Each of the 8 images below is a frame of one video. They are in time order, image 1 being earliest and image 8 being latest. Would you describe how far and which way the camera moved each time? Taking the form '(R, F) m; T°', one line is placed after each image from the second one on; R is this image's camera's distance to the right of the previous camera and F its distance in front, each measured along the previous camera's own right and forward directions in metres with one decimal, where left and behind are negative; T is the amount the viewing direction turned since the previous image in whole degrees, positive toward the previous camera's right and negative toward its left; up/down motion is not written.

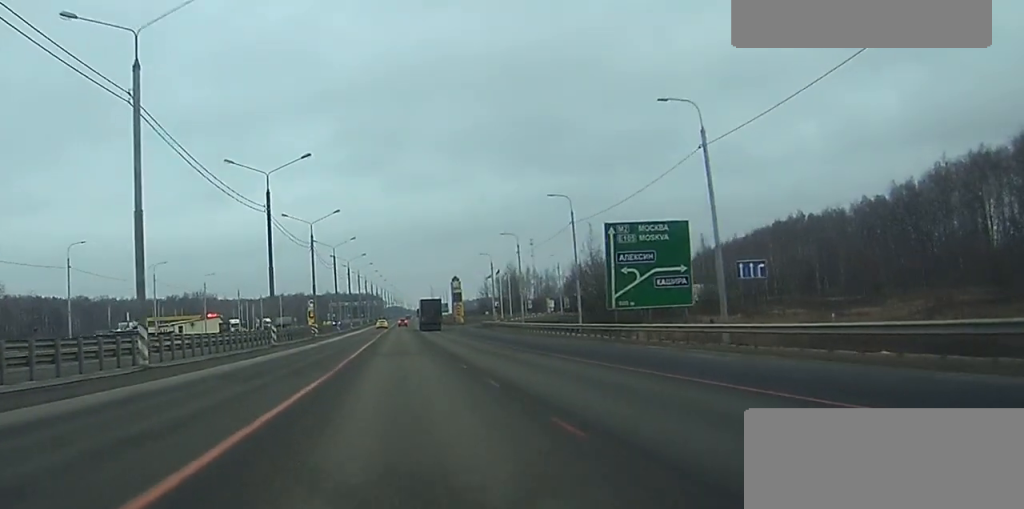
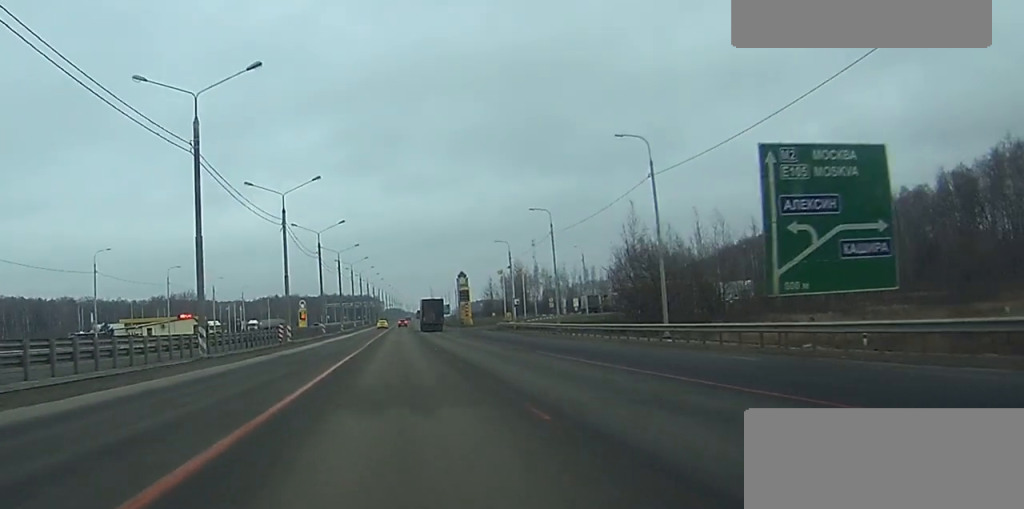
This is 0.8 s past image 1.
(0.0, +22.1) m; 0°
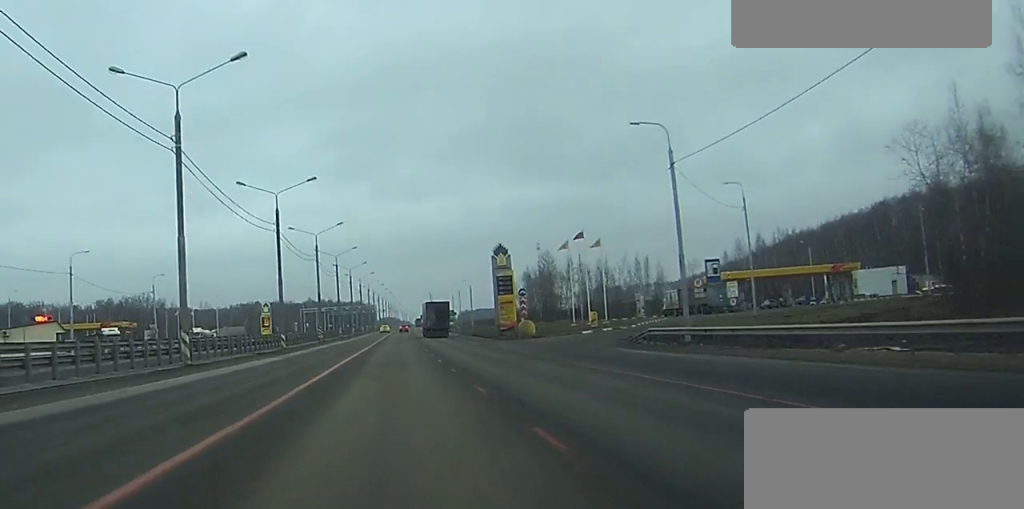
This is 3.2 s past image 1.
(+0.5, +65.0) m; +1°
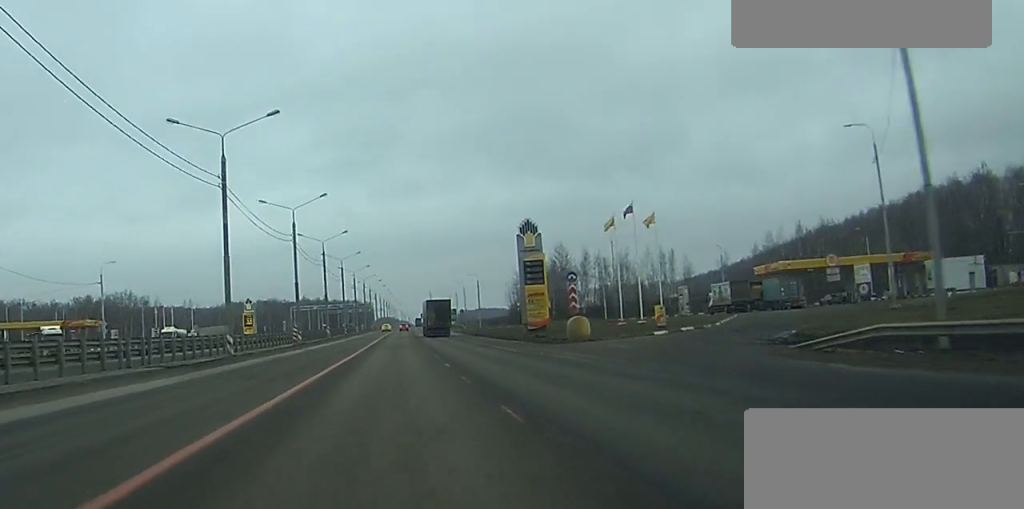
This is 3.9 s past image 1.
(0.0, +21.0) m; 0°
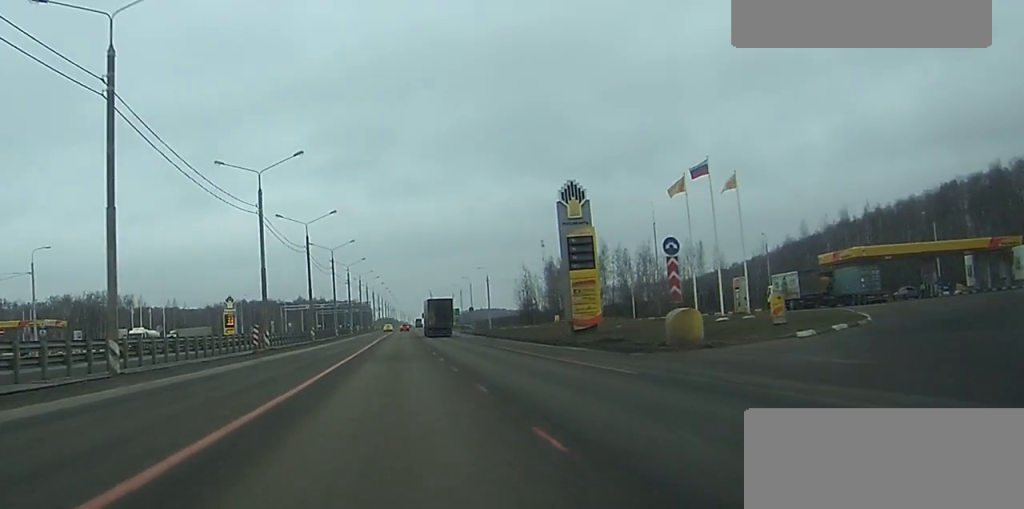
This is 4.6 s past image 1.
(-0.1, +19.2) m; 0°
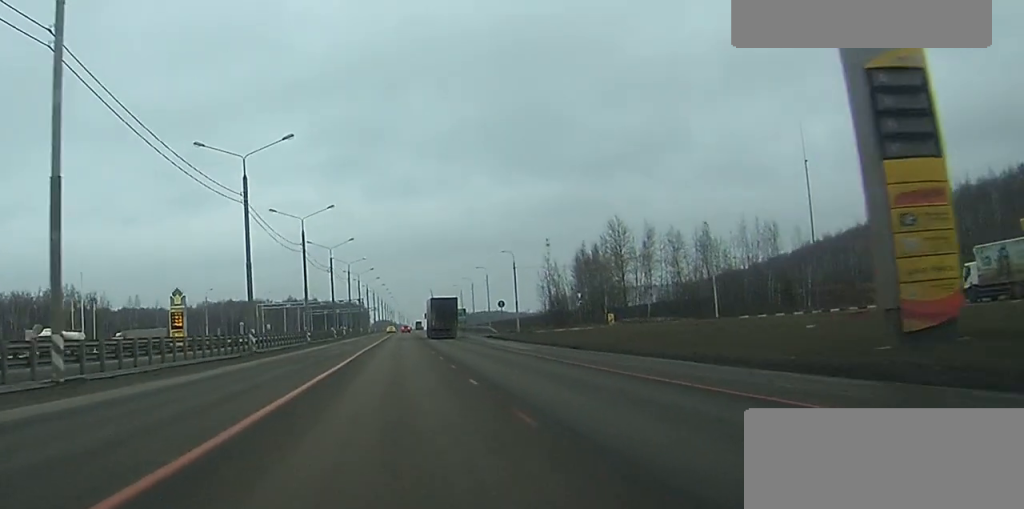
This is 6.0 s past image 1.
(+0.1, +36.5) m; 0°
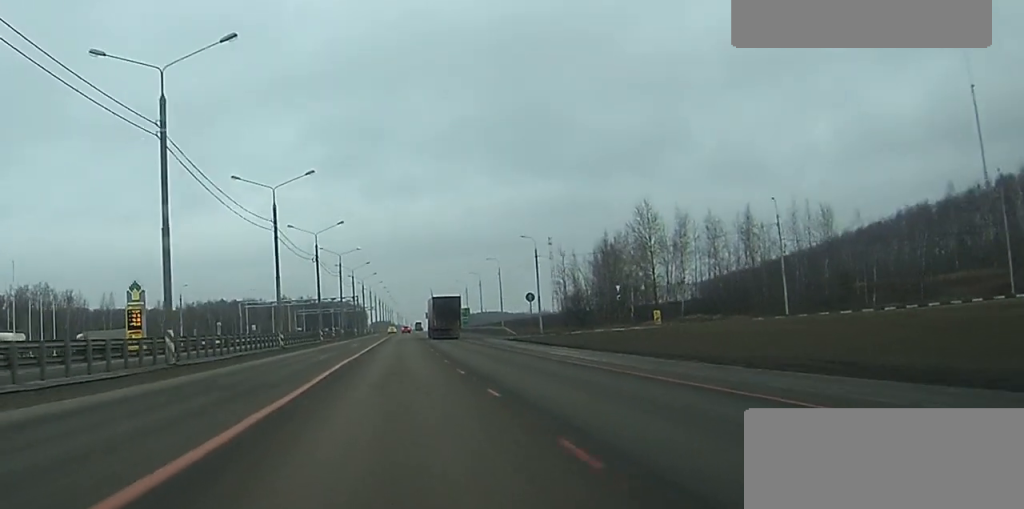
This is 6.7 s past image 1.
(+0.1, +19.2) m; 0°
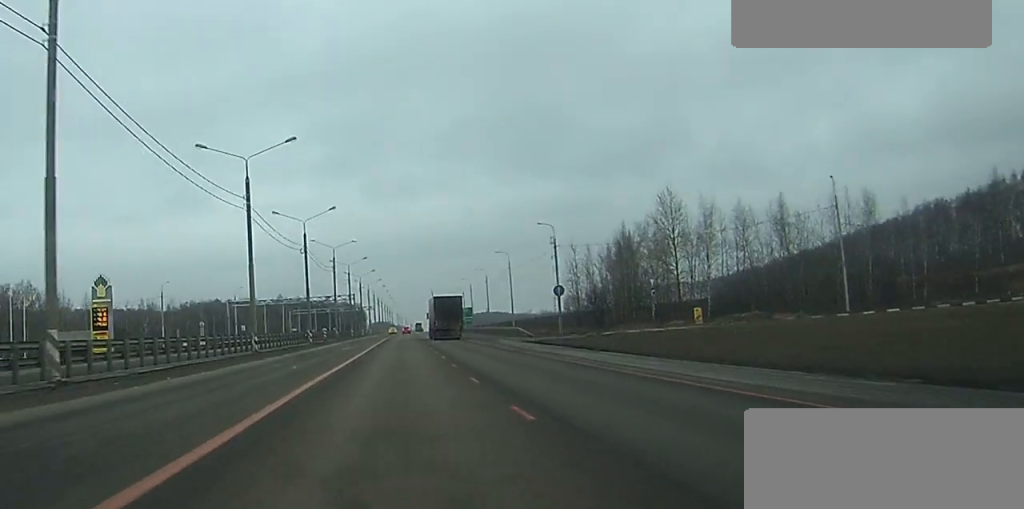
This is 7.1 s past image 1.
(0.0, +11.9) m; 0°
